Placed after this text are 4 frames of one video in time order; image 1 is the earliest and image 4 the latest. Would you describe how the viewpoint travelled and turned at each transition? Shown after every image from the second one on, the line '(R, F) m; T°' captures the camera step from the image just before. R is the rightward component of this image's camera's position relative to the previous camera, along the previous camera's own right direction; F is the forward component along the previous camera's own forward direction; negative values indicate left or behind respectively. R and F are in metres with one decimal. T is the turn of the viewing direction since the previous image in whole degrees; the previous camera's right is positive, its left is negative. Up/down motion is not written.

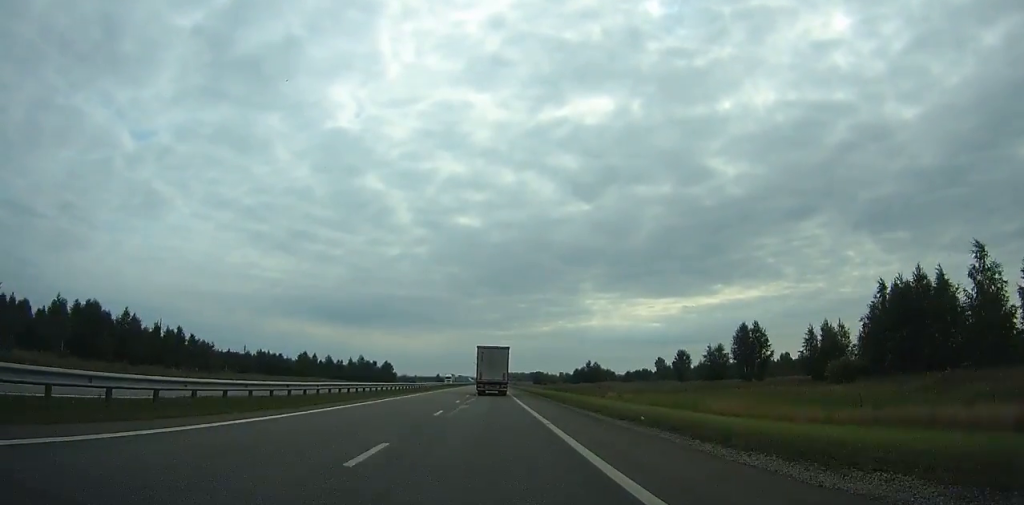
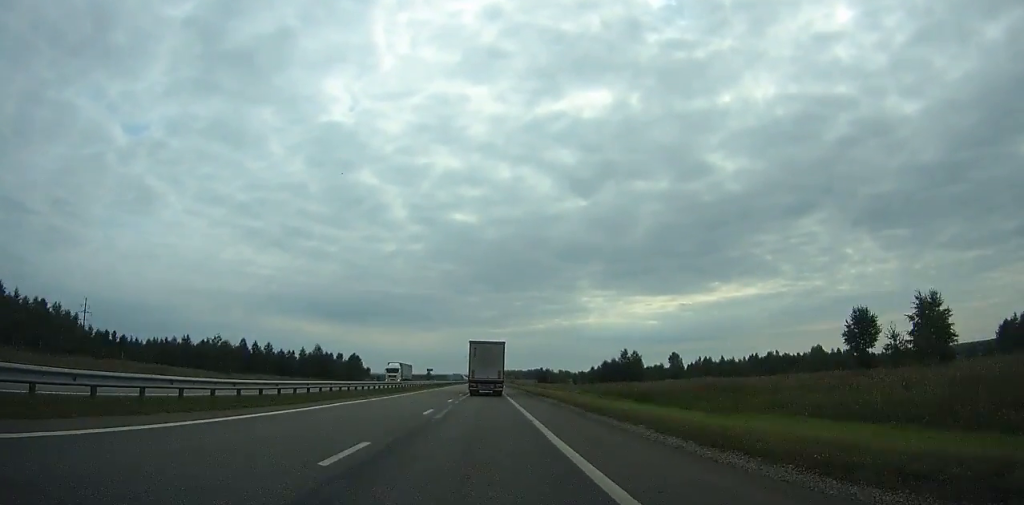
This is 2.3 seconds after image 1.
(+0.1, +59.9) m; 0°
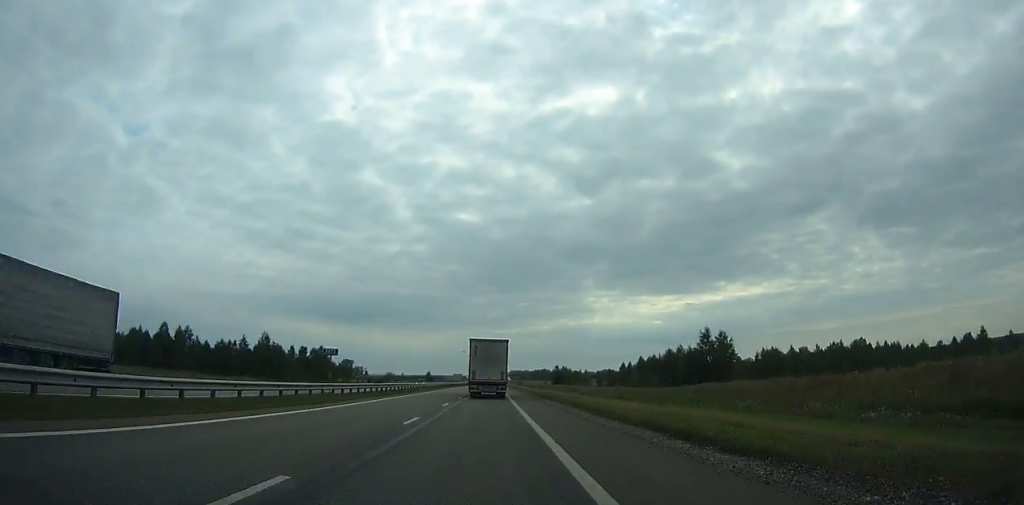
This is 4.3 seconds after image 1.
(0.0, +51.8) m; 0°
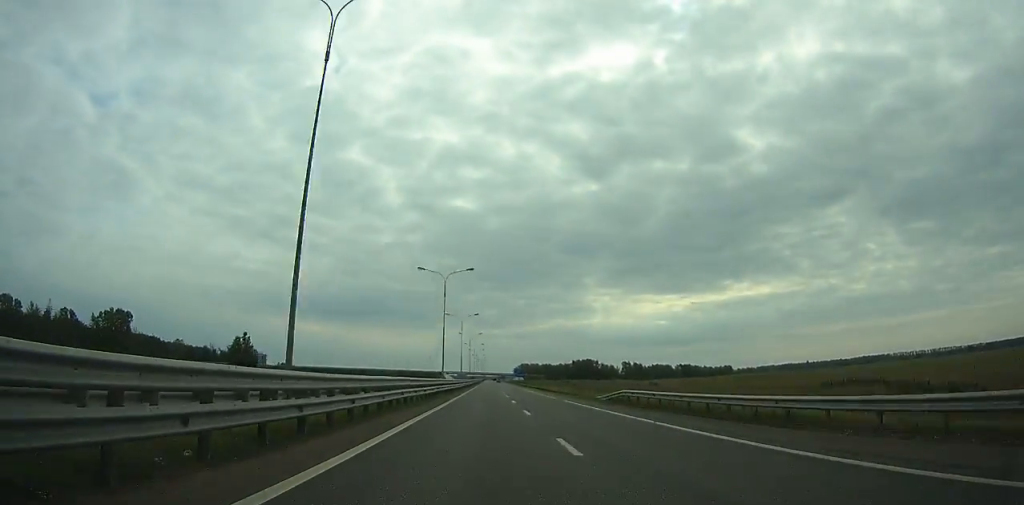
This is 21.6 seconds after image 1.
(-3.8, +469.8) m; 0°
